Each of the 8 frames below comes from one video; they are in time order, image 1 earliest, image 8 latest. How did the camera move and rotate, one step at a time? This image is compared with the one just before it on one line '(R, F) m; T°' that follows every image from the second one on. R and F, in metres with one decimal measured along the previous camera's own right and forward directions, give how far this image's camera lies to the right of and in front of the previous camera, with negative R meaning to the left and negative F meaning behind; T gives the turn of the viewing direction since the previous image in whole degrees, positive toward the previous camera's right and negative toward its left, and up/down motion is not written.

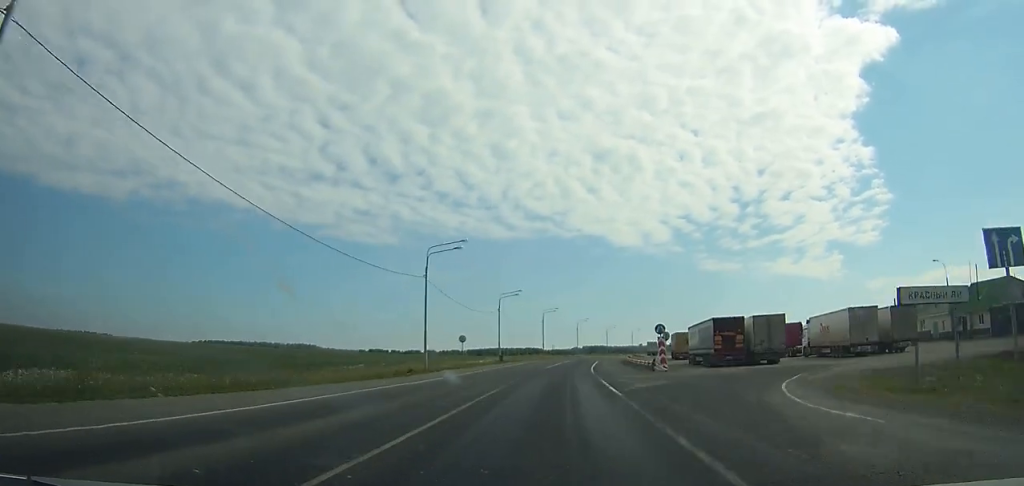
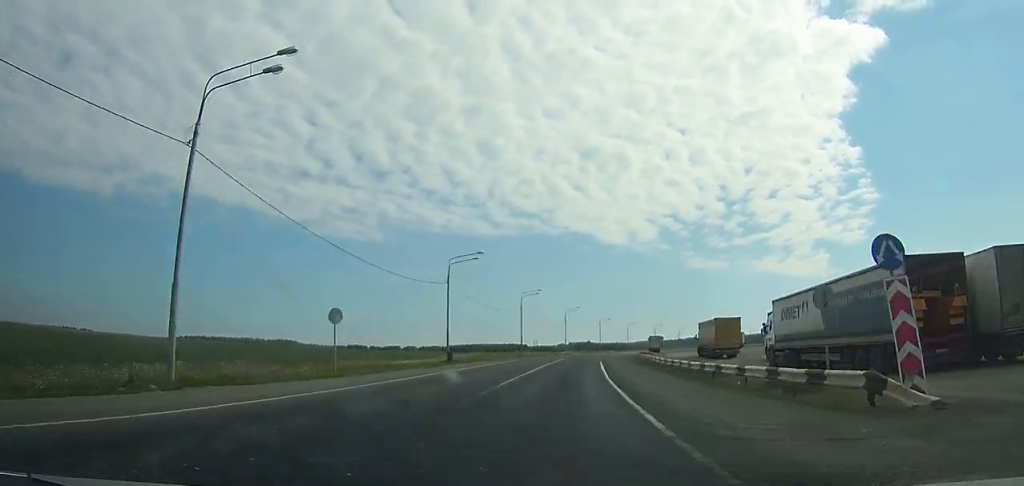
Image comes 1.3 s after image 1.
(+0.6, +30.1) m; +2°
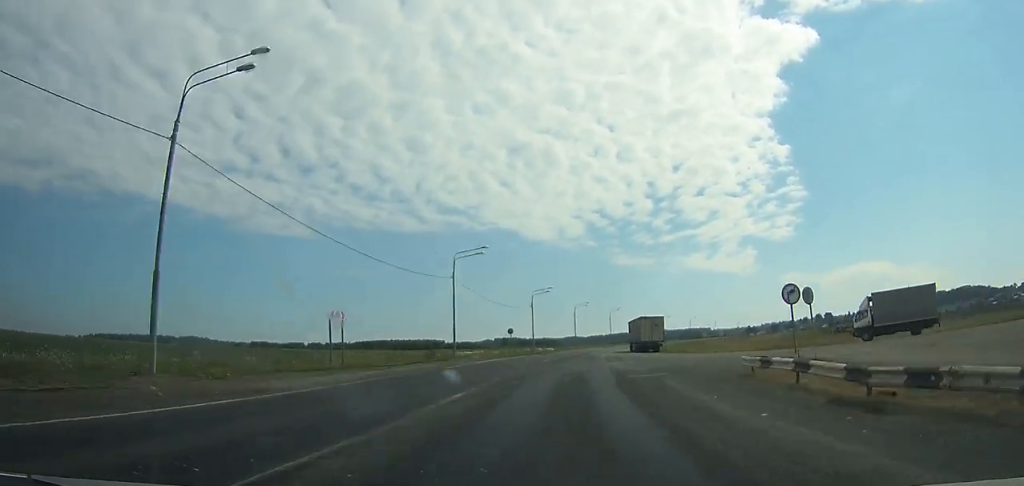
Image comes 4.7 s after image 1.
(+3.5, +76.1) m; +6°
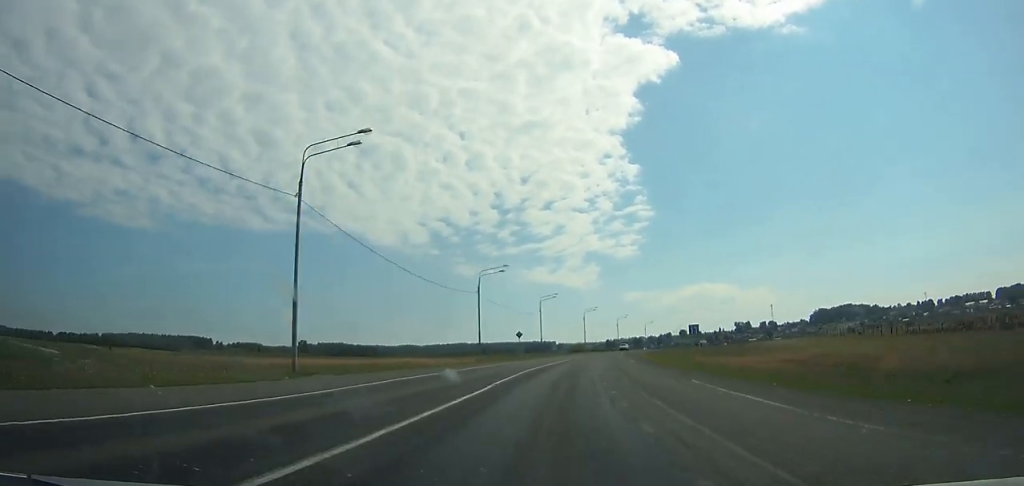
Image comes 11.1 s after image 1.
(+18.0, +137.5) m; +15°
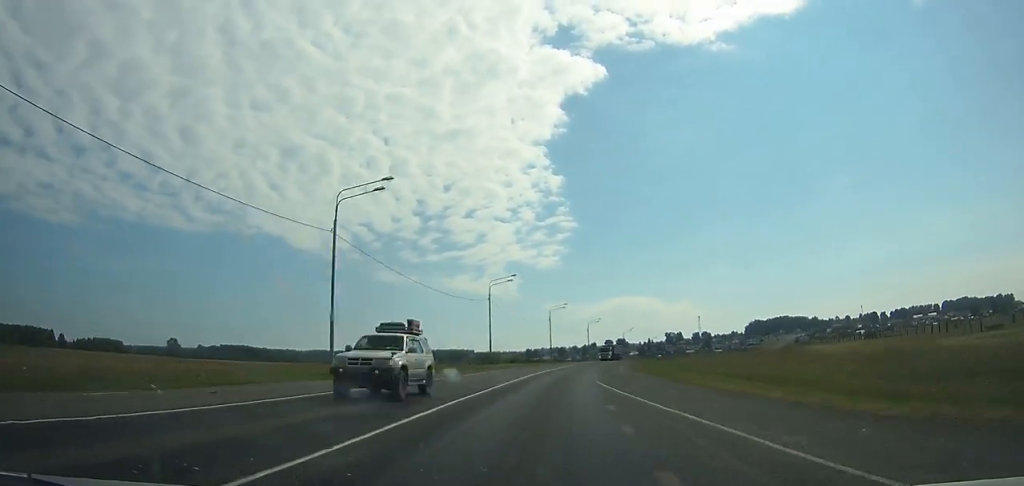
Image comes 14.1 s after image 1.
(+4.2, +66.1) m; +7°
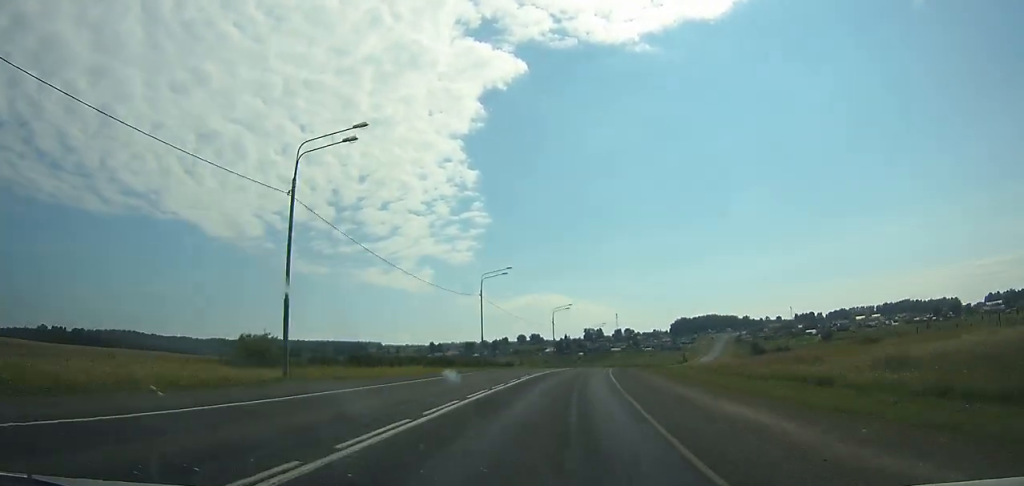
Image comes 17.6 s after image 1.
(+5.4, +77.8) m; +9°
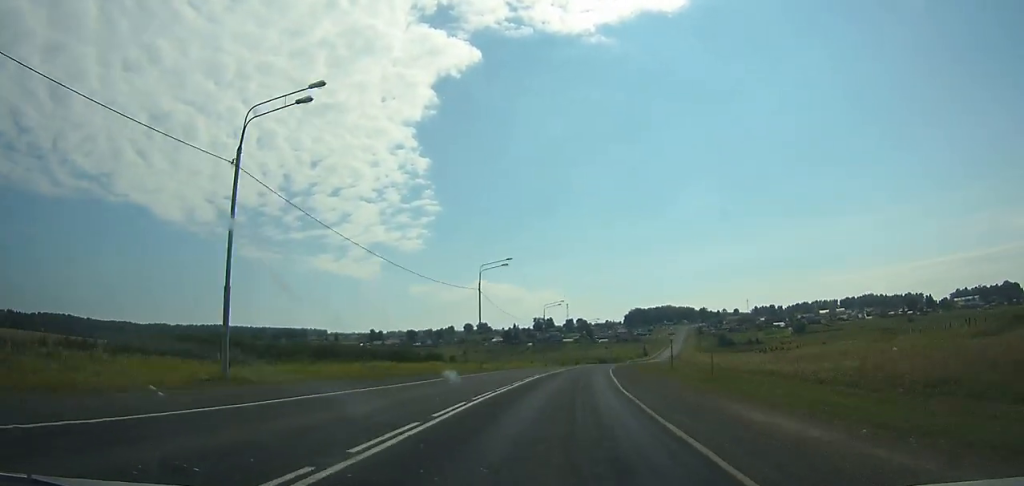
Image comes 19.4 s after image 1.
(+2.0, +40.2) m; +4°
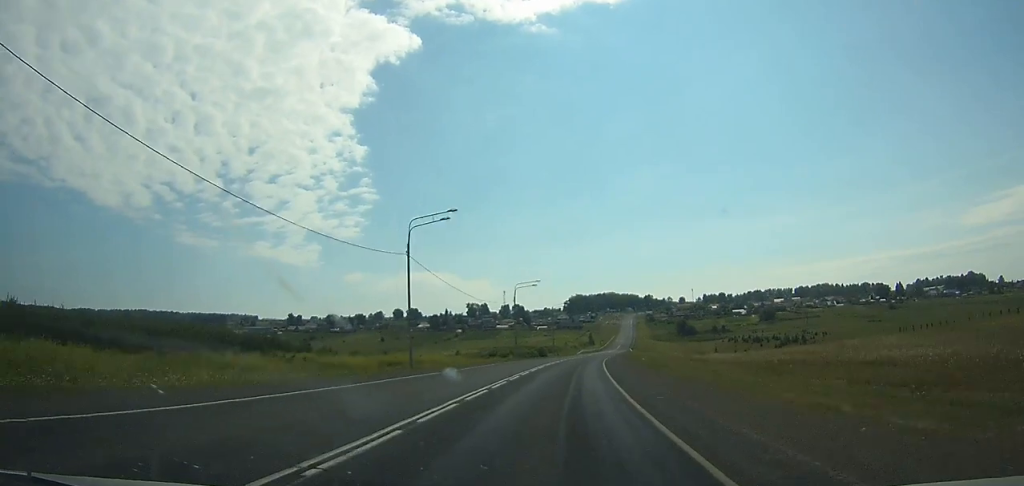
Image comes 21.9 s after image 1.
(+2.9, +55.9) m; +6°
